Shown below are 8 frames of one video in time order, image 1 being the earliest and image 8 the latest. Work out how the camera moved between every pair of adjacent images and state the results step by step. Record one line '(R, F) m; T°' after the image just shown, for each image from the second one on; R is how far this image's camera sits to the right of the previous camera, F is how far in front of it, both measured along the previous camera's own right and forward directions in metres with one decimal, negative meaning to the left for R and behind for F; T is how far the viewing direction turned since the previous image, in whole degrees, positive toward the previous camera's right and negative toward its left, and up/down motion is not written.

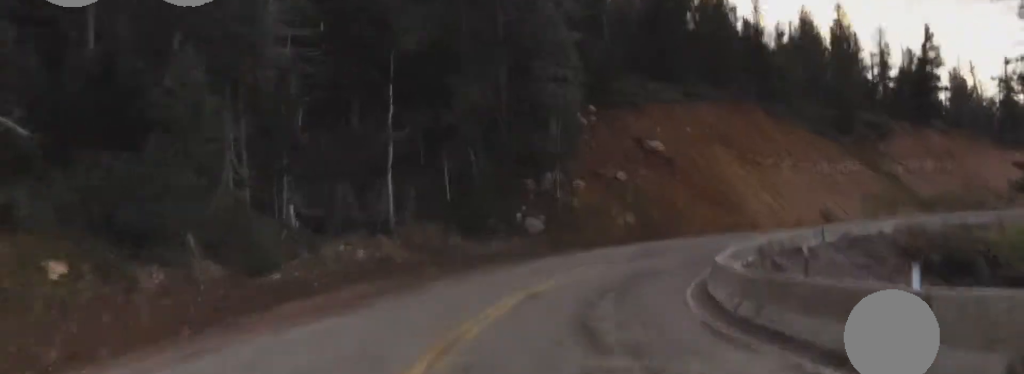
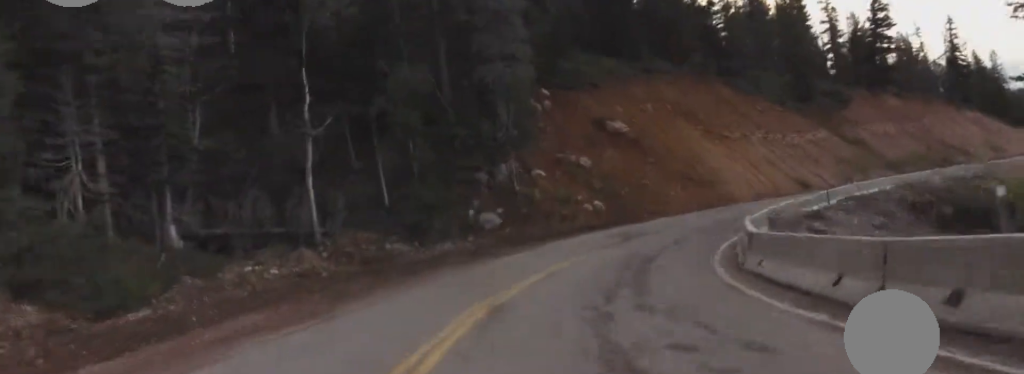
(-0.2, +5.7) m; +4°
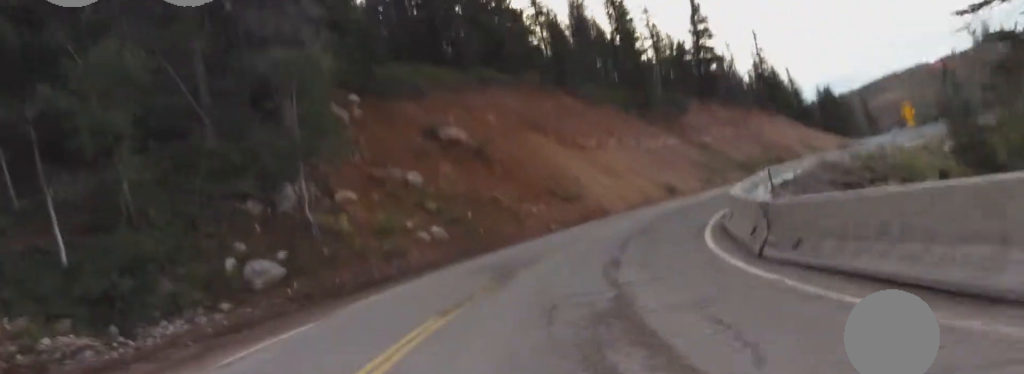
(+1.1, +10.5) m; +11°
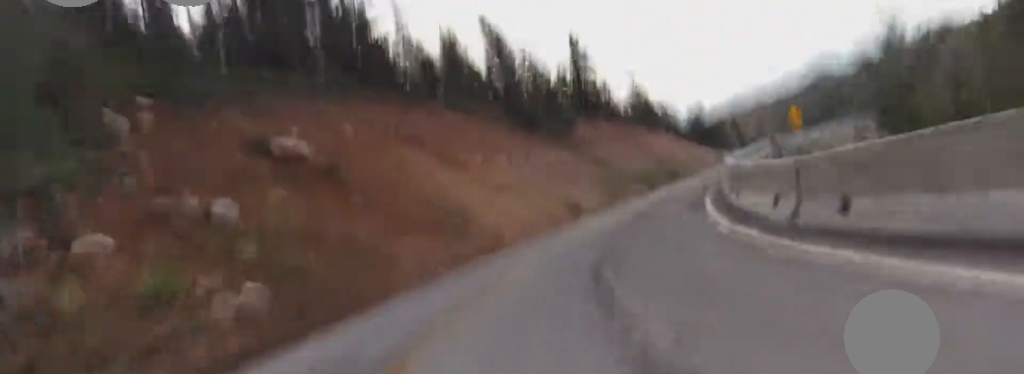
(+0.7, +7.8) m; +6°
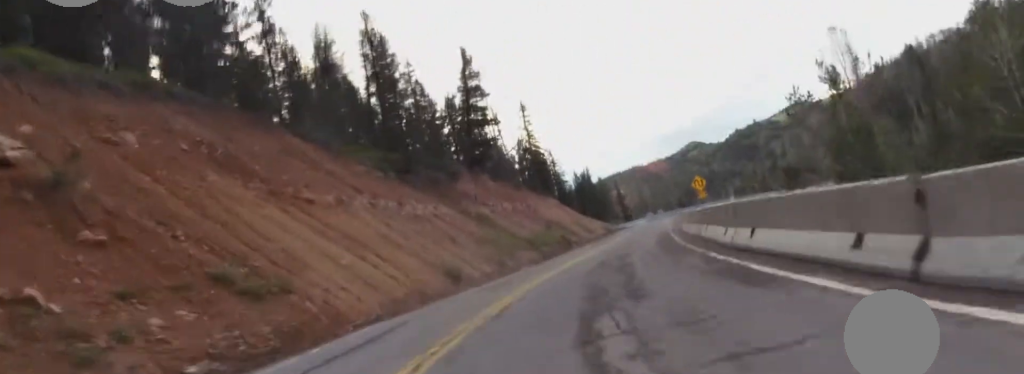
(+0.5, +8.7) m; +7°
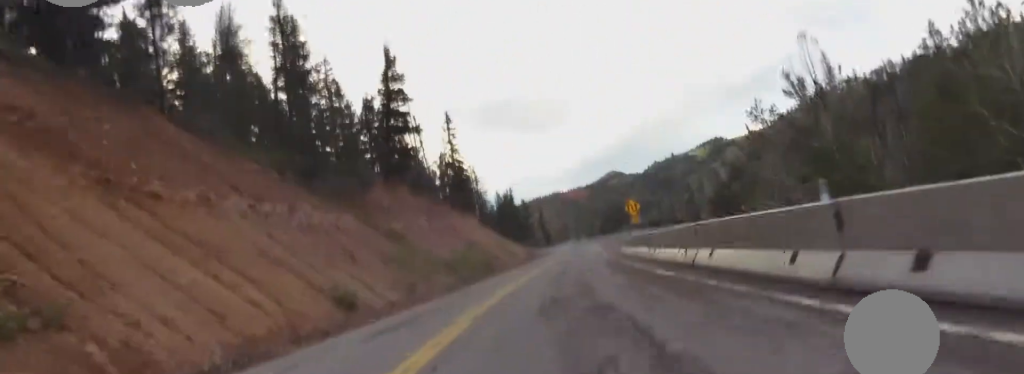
(-0.1, +5.4) m; +5°
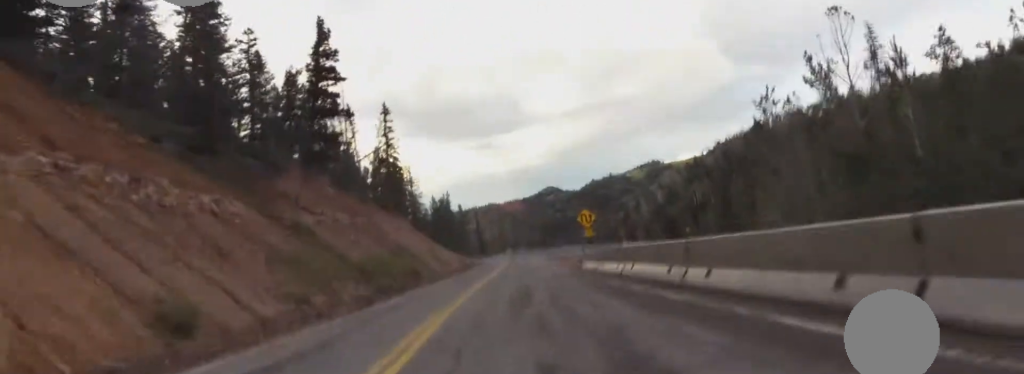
(+0.7, +7.7) m; +7°
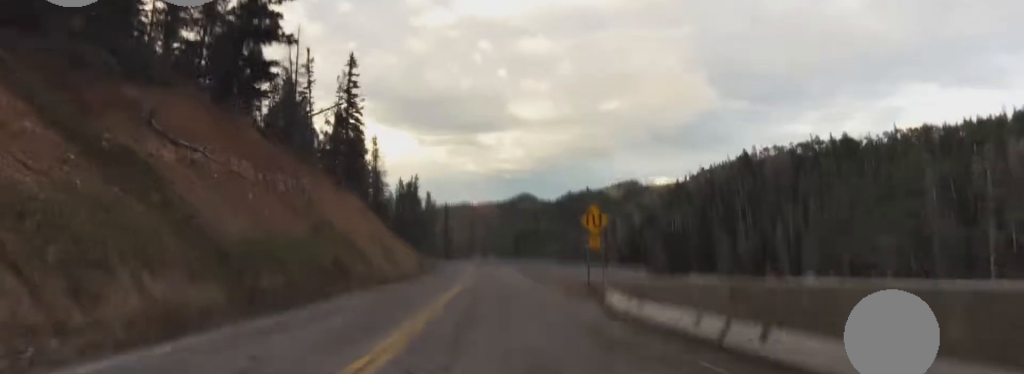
(+1.5, +15.0) m; +11°
